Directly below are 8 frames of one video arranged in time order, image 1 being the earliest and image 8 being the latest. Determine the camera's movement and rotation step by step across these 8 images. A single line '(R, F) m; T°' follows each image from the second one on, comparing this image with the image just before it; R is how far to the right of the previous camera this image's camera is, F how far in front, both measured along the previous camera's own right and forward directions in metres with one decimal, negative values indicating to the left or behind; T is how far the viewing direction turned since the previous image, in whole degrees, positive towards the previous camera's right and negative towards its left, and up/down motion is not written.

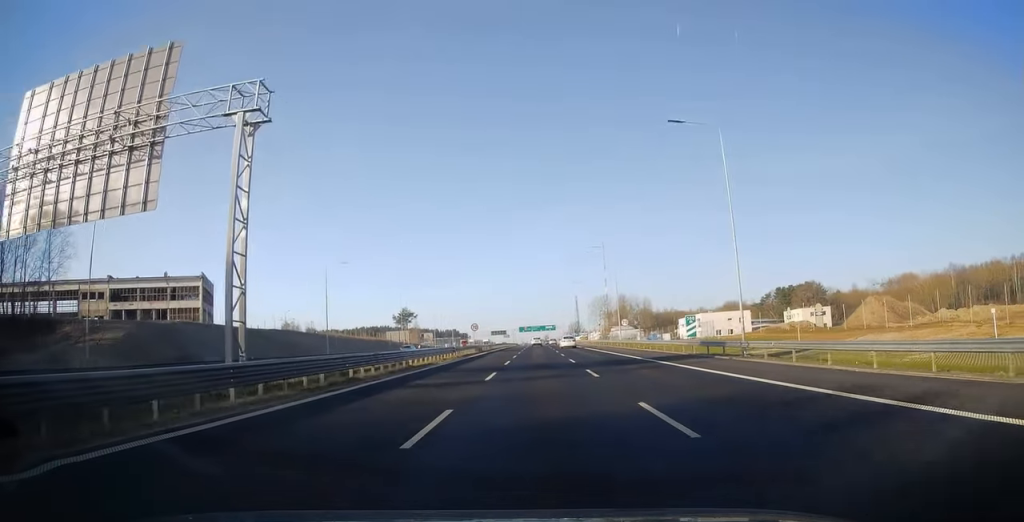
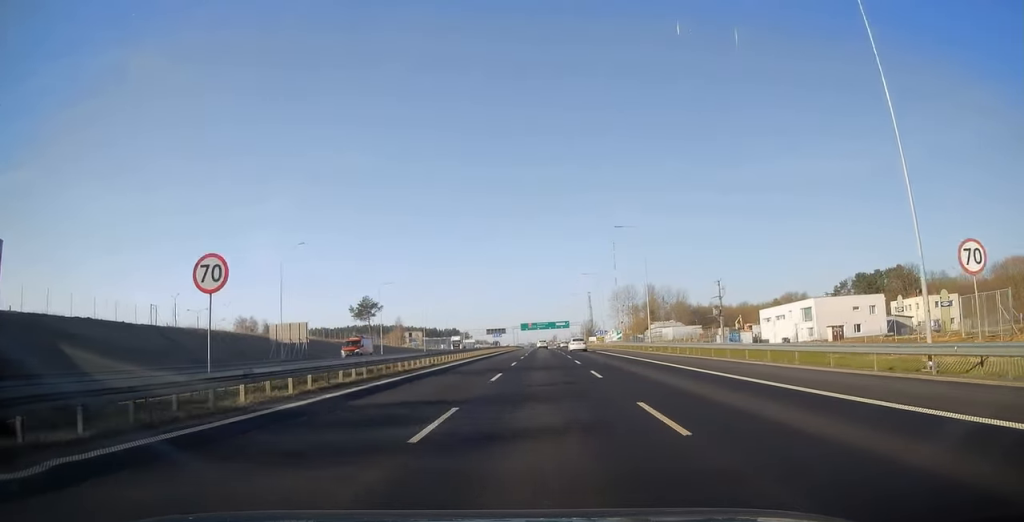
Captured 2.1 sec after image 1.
(-0.3, +59.6) m; -1°
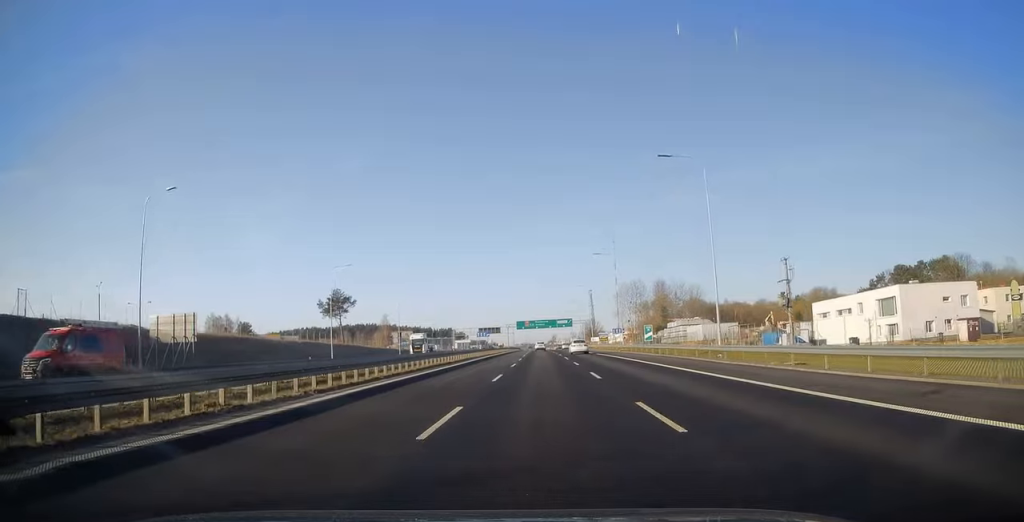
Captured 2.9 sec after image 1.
(-0.1, +23.6) m; 0°
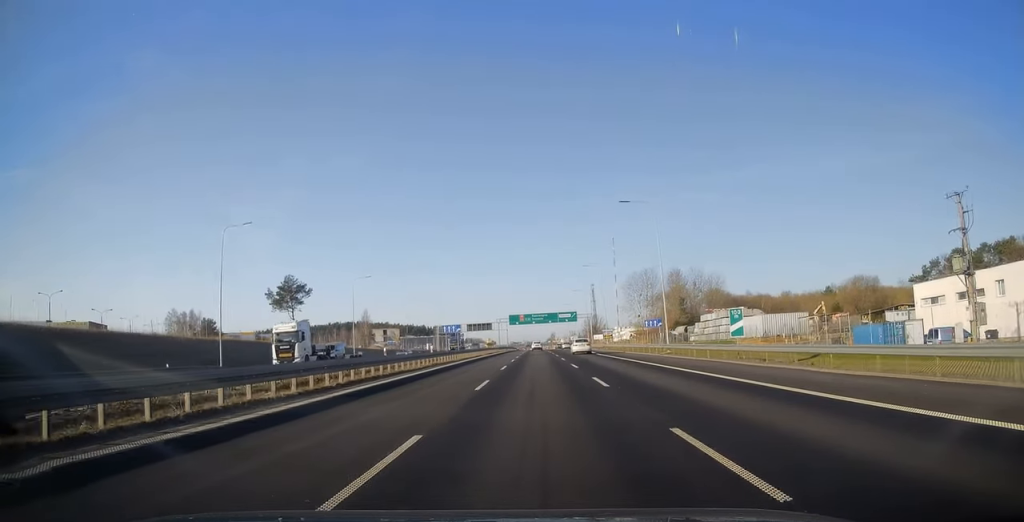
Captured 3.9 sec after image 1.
(+0.2, +27.7) m; 0°
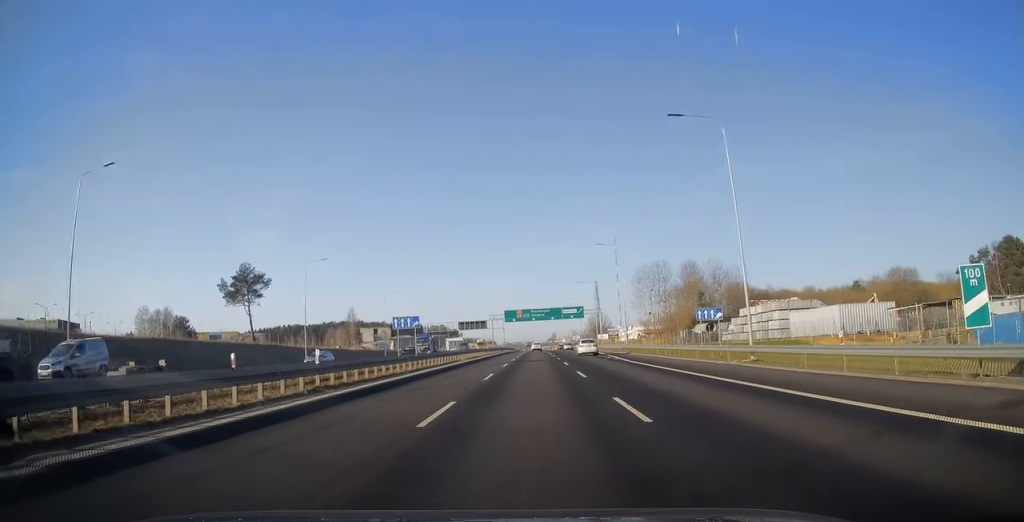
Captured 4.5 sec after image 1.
(0.0, +19.1) m; 0°
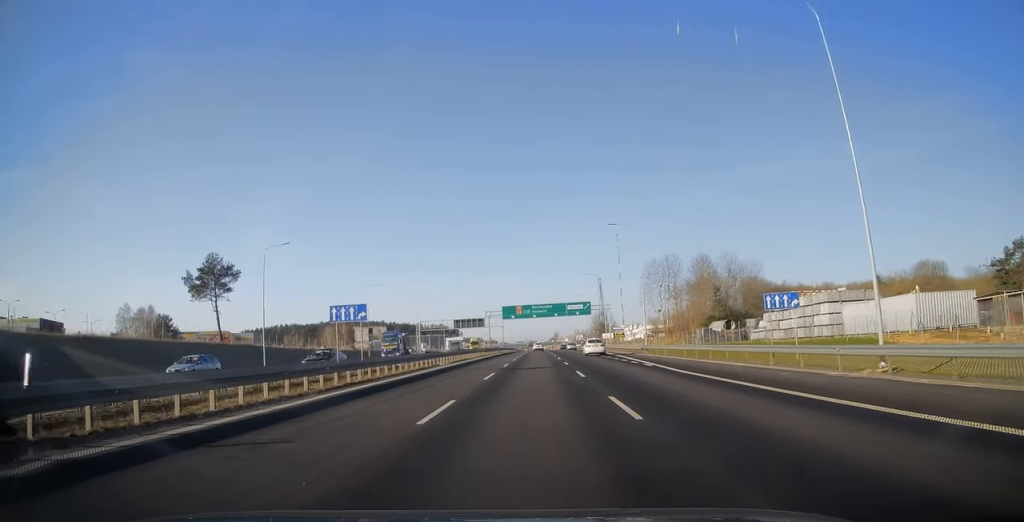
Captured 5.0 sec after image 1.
(+0.1, +11.7) m; 0°
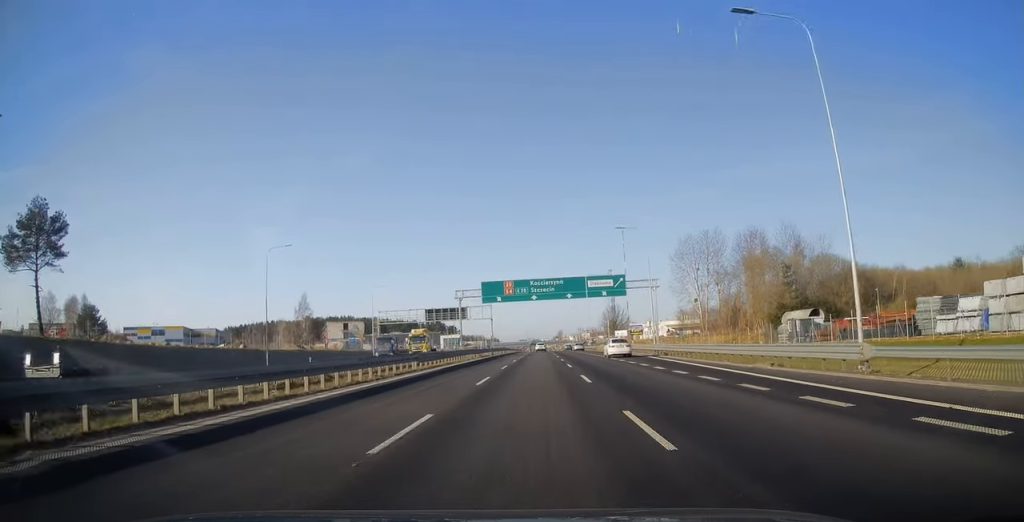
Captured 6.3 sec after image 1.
(-0.6, +38.7) m; -1°
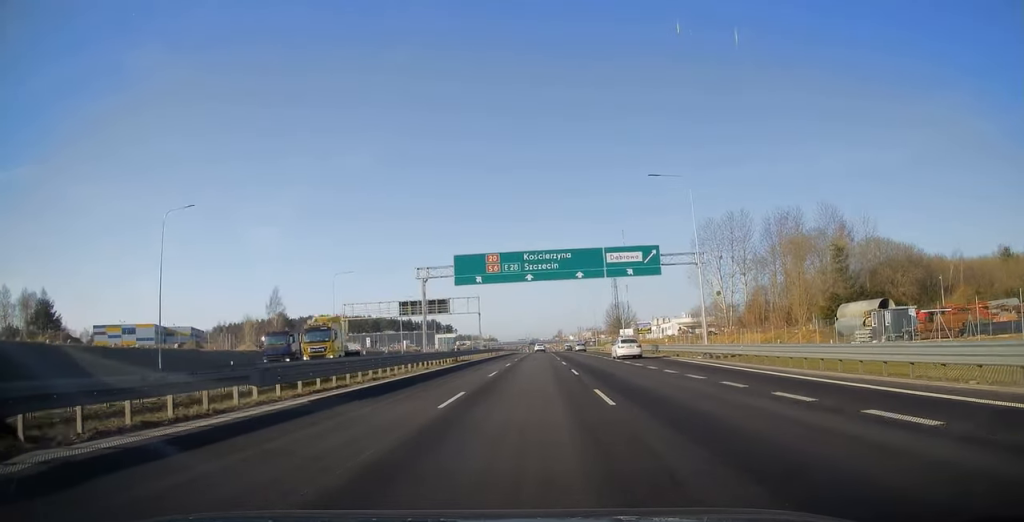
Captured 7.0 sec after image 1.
(0.0, +18.7) m; 0°
